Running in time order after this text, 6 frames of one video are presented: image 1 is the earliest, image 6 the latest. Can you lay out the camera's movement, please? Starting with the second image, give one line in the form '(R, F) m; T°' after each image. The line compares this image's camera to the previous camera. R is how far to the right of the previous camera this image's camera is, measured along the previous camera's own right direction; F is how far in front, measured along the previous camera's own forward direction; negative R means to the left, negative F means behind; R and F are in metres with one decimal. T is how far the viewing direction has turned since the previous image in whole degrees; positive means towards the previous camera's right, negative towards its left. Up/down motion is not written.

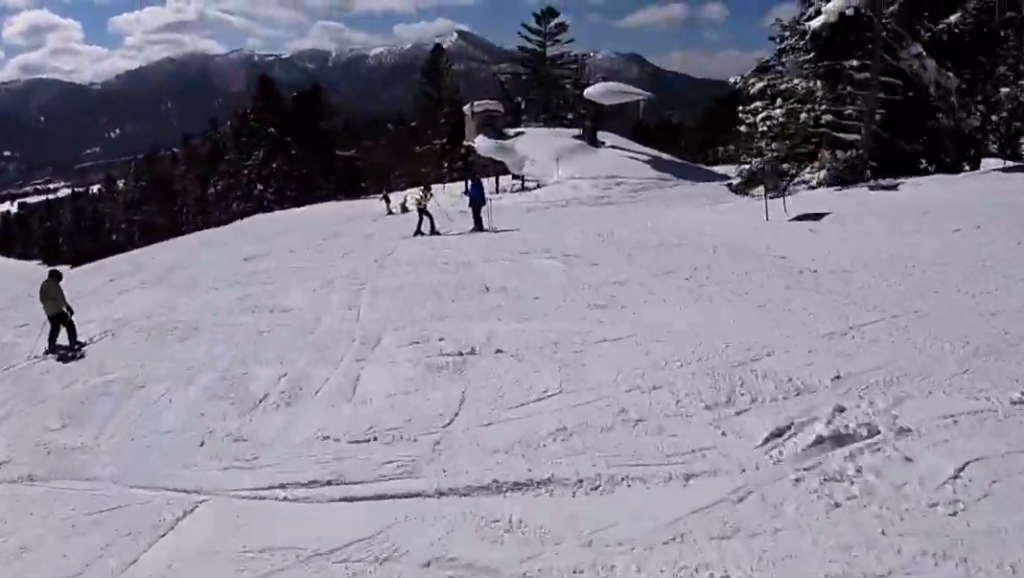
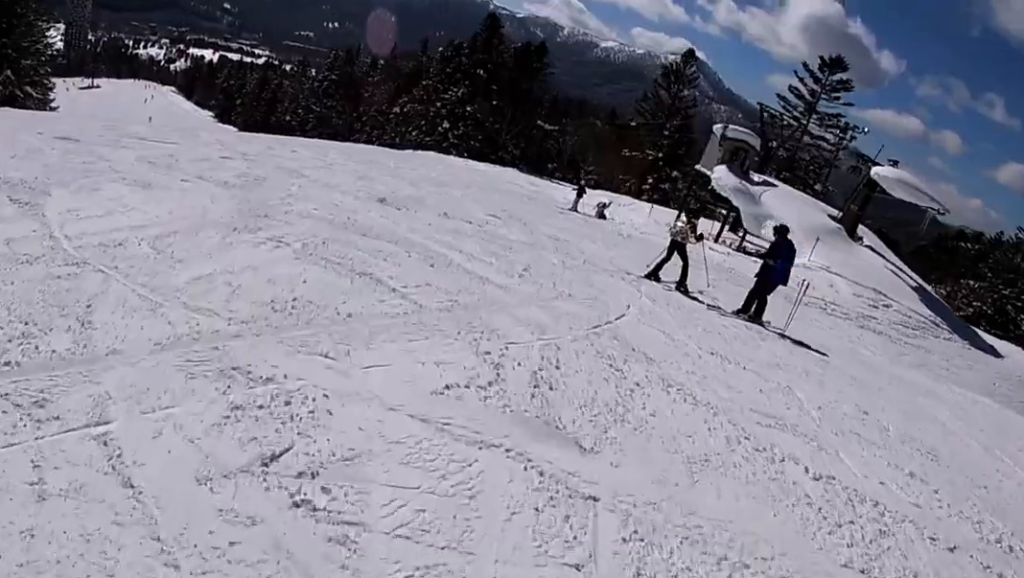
(-0.7, +7.2) m; -5°
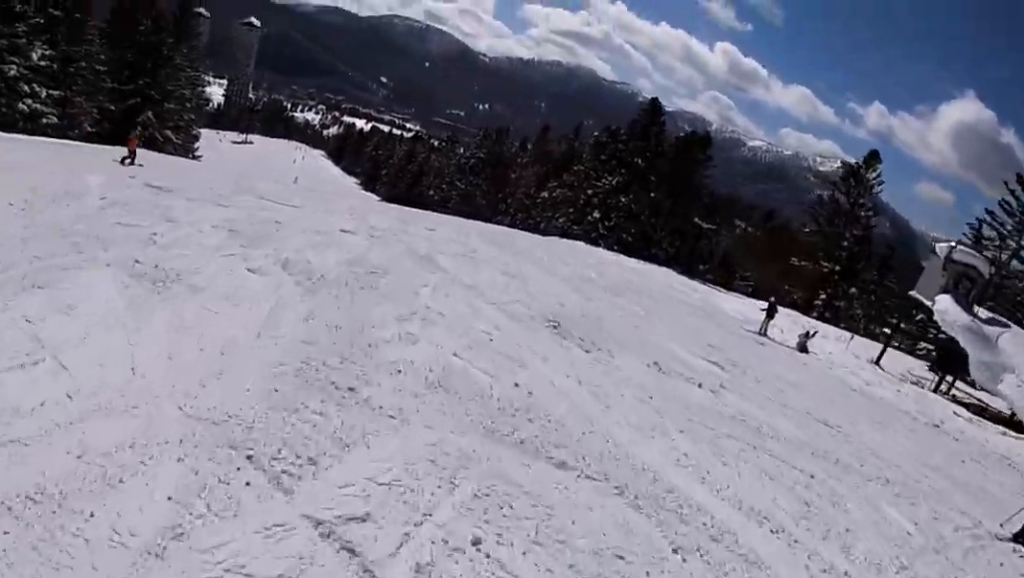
(-0.2, +5.5) m; -4°
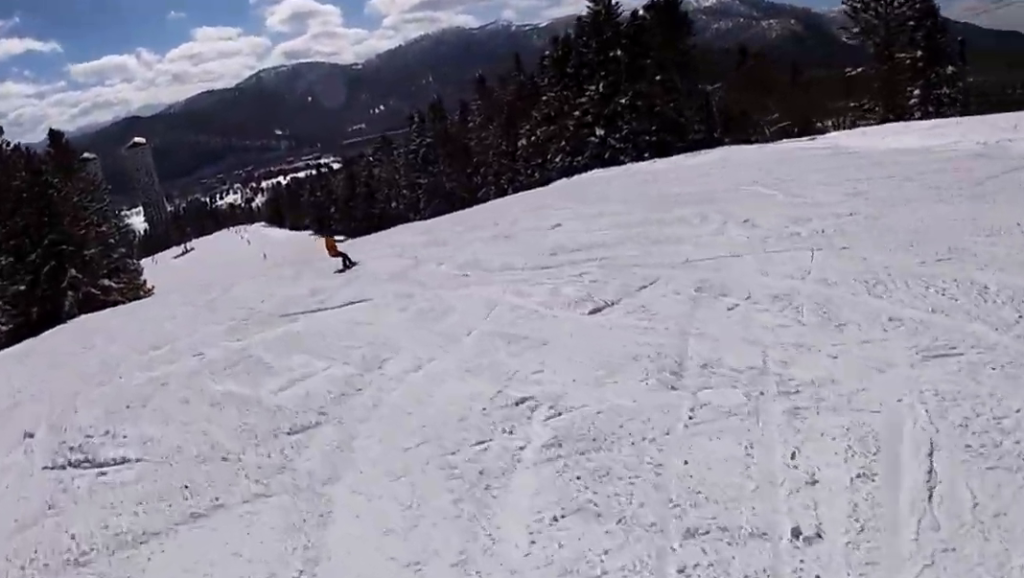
(-1.0, +12.7) m; +5°
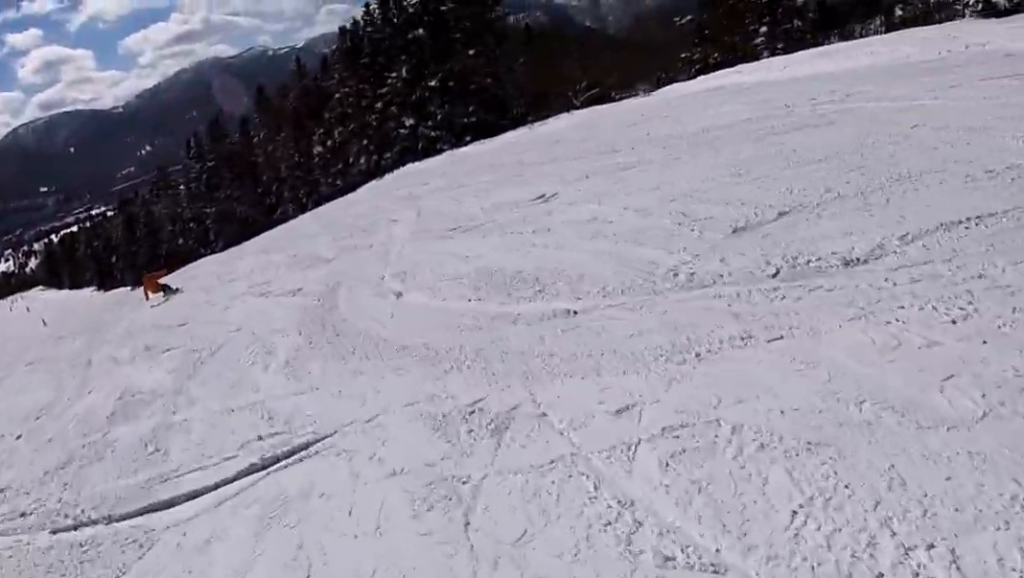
(+1.7, +7.3) m; +26°
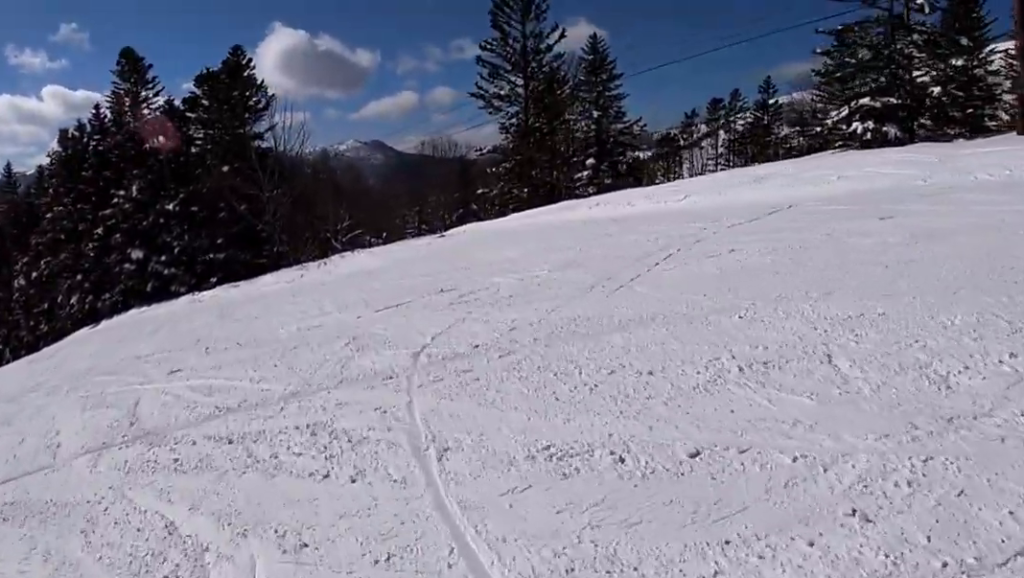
(+3.0, +10.8) m; +21°
